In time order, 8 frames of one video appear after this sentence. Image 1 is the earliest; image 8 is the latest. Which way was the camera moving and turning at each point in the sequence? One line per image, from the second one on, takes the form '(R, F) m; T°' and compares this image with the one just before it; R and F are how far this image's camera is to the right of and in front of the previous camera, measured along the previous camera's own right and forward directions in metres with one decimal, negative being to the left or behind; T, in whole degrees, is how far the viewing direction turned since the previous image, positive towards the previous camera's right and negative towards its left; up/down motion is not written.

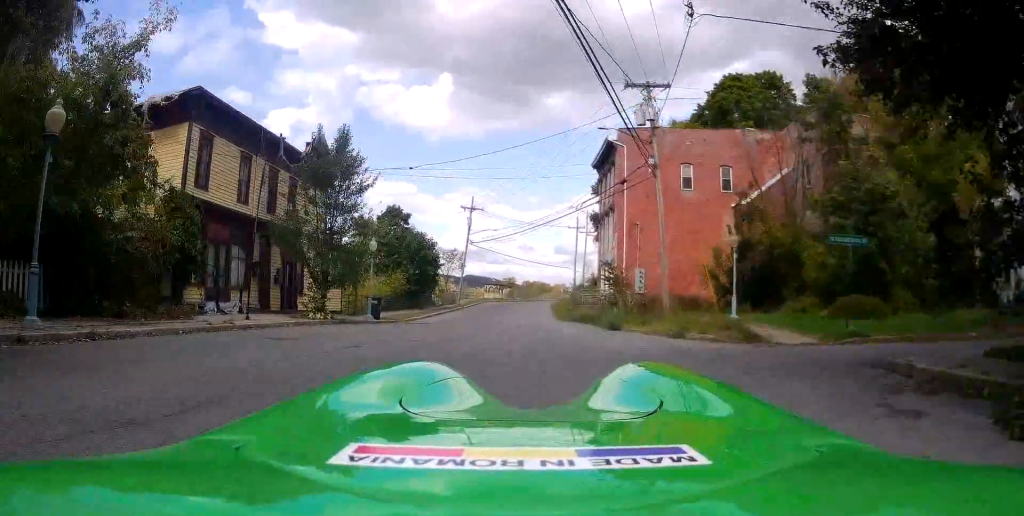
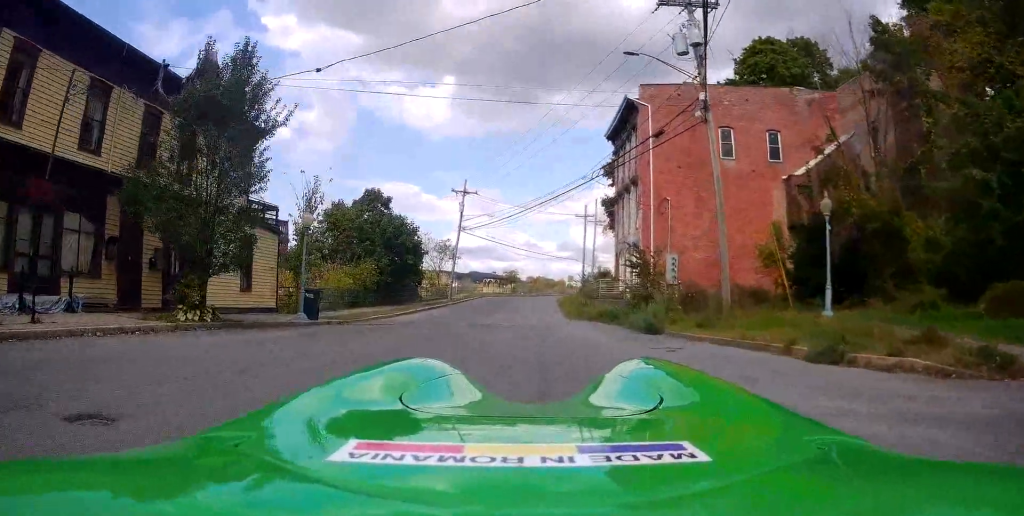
(-0.5, +9.5) m; -6°
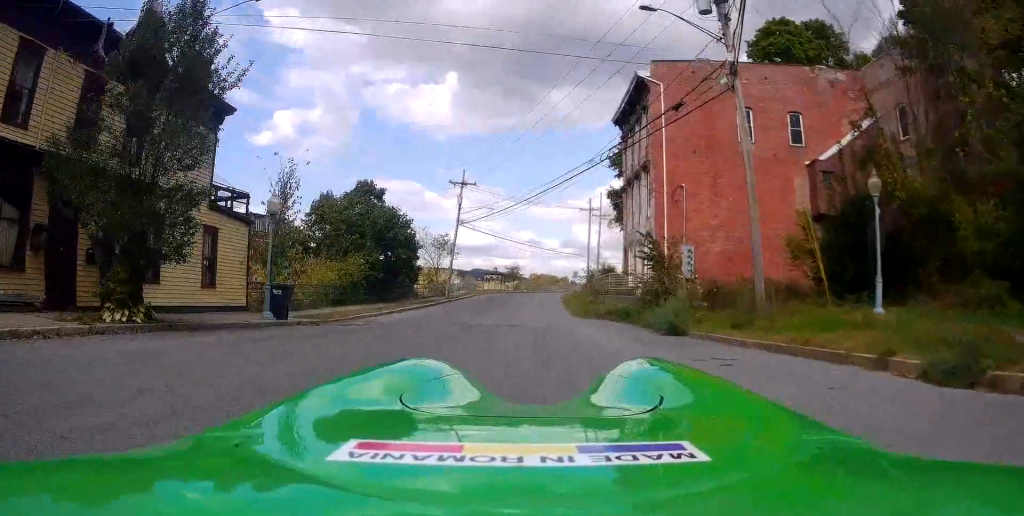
(-0.1, +2.9) m; -4°
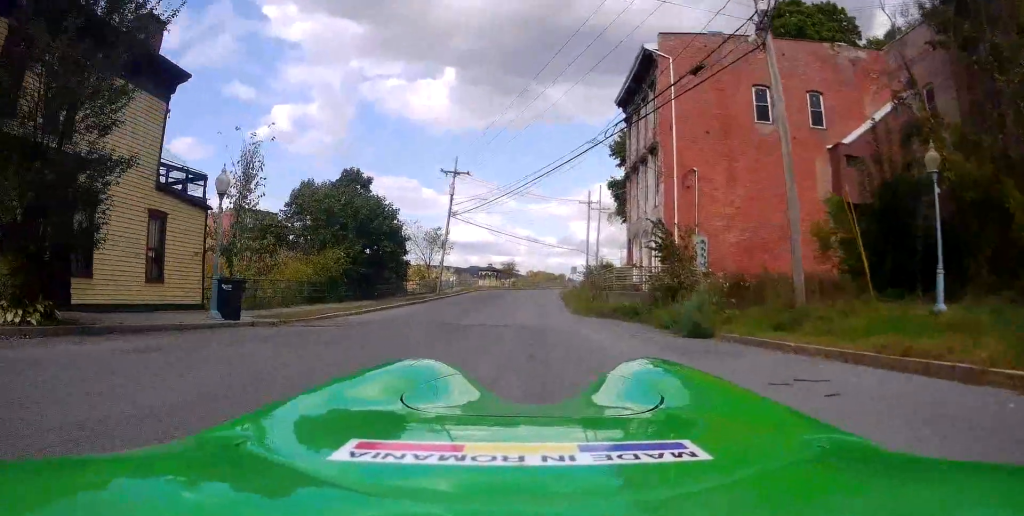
(-0.1, +2.9) m; -3°
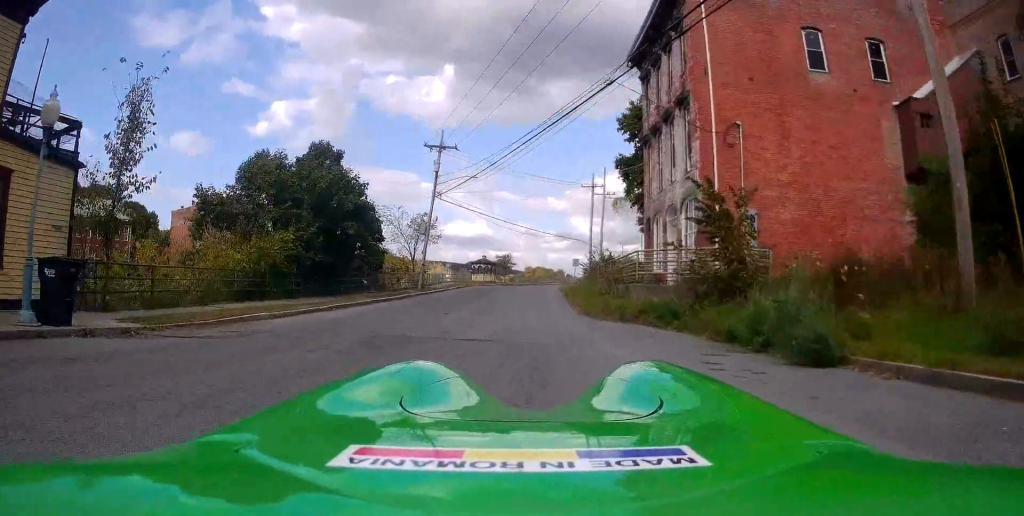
(-0.3, +6.0) m; 0°
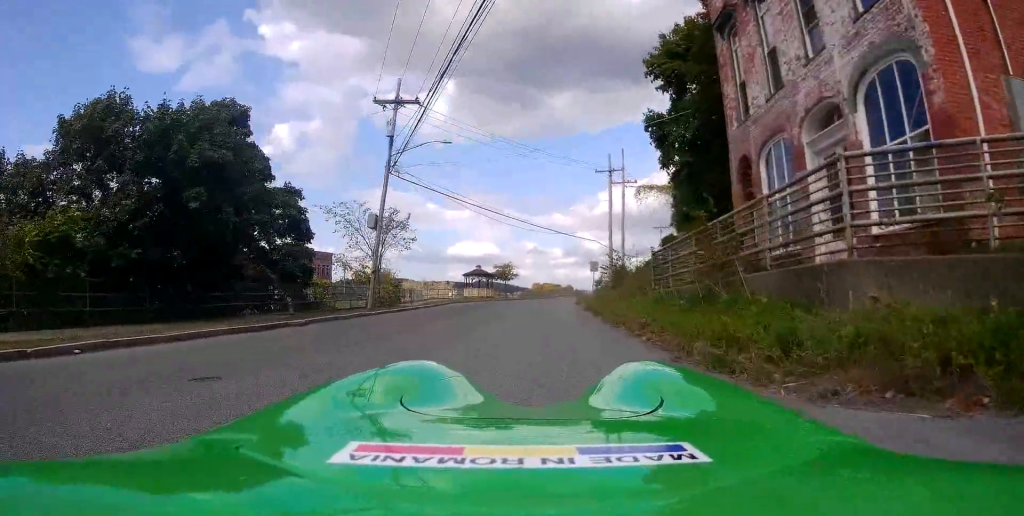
(+2.3, +12.4) m; +13°
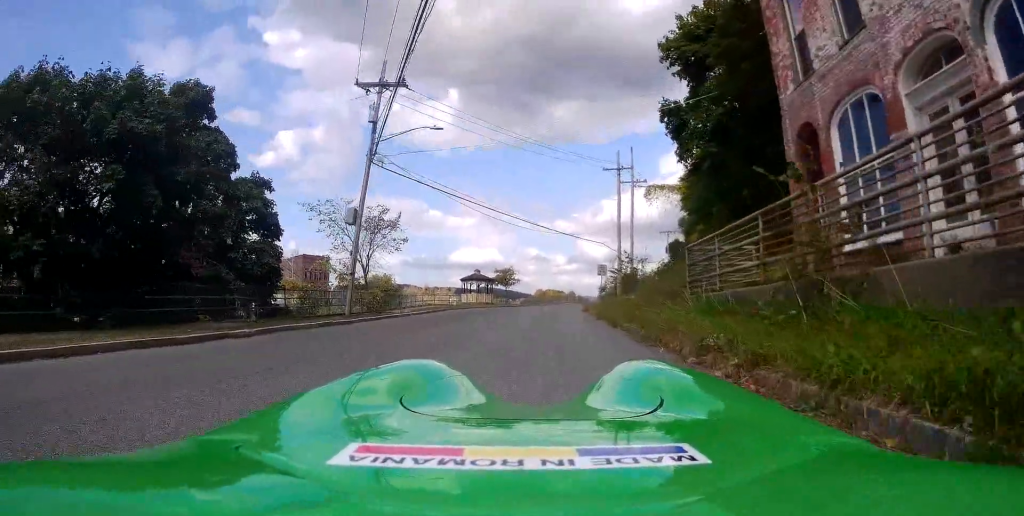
(+0.1, +3.3) m; -4°
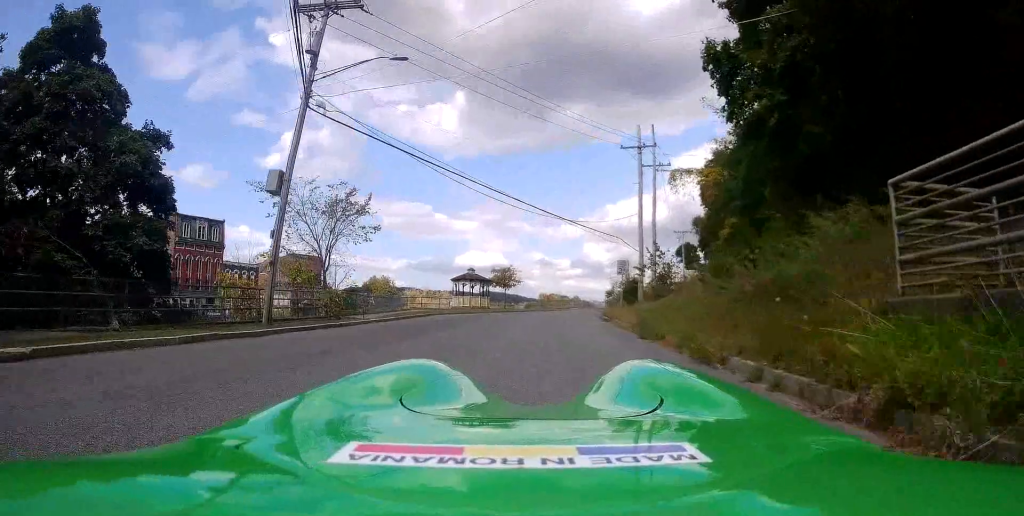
(-0.8, +8.0) m; -6°
